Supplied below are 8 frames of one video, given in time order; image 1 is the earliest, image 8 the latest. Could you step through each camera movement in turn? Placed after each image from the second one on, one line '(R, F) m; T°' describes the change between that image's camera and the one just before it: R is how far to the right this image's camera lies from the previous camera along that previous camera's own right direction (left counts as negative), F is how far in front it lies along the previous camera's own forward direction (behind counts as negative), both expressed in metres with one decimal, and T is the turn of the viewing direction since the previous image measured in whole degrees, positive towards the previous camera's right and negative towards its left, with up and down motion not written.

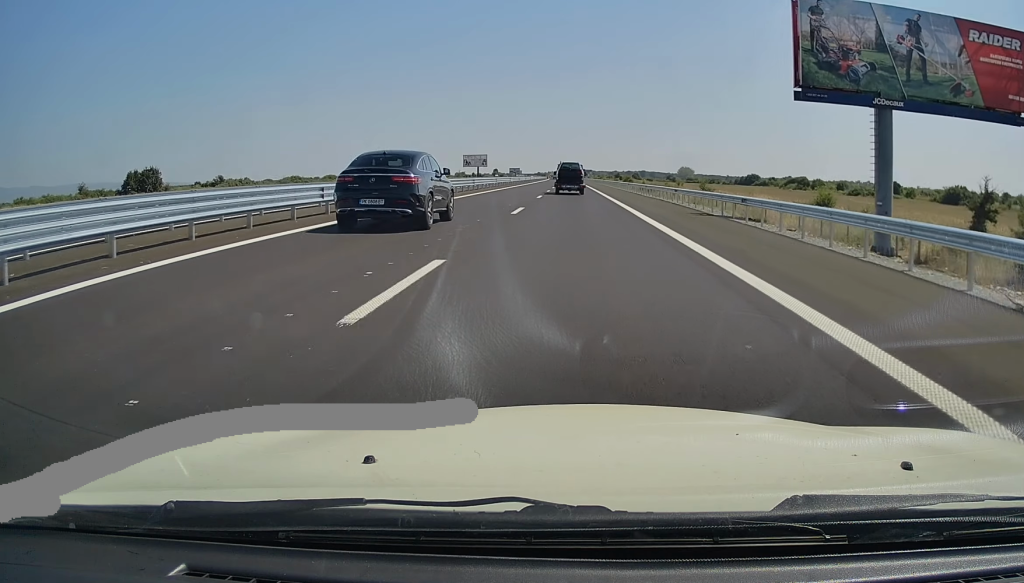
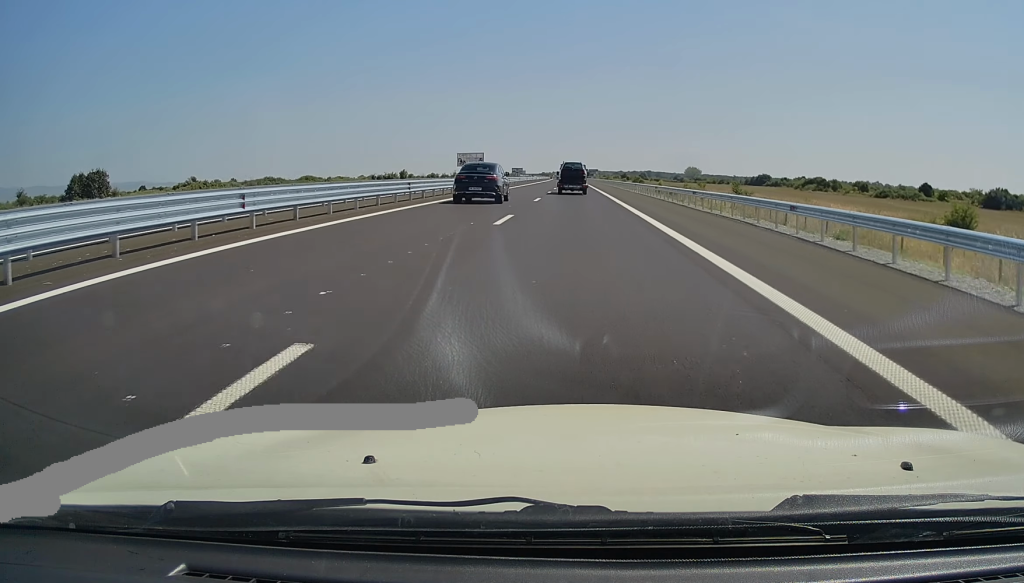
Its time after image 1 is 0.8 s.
(-0.2, +21.3) m; 0°
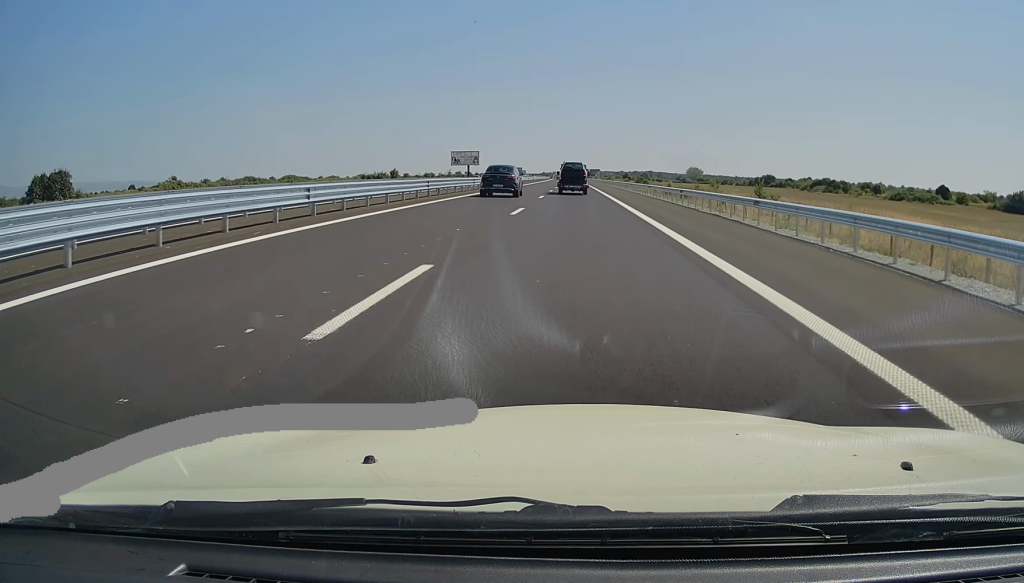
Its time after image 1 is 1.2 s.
(-0.2, +12.0) m; 0°
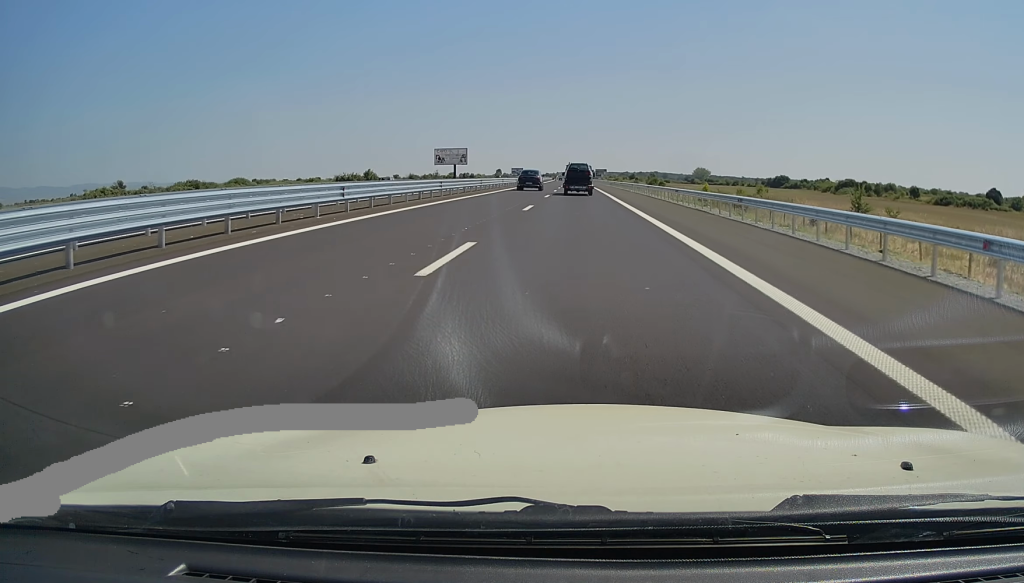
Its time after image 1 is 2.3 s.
(+0.3, +29.3) m; 0°
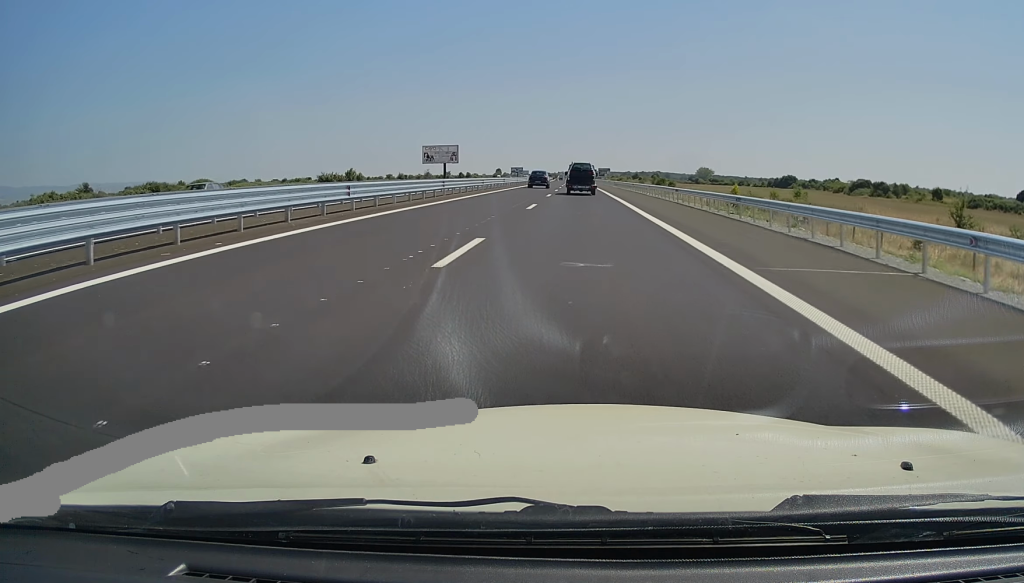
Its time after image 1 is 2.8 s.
(-0.2, +15.6) m; 0°
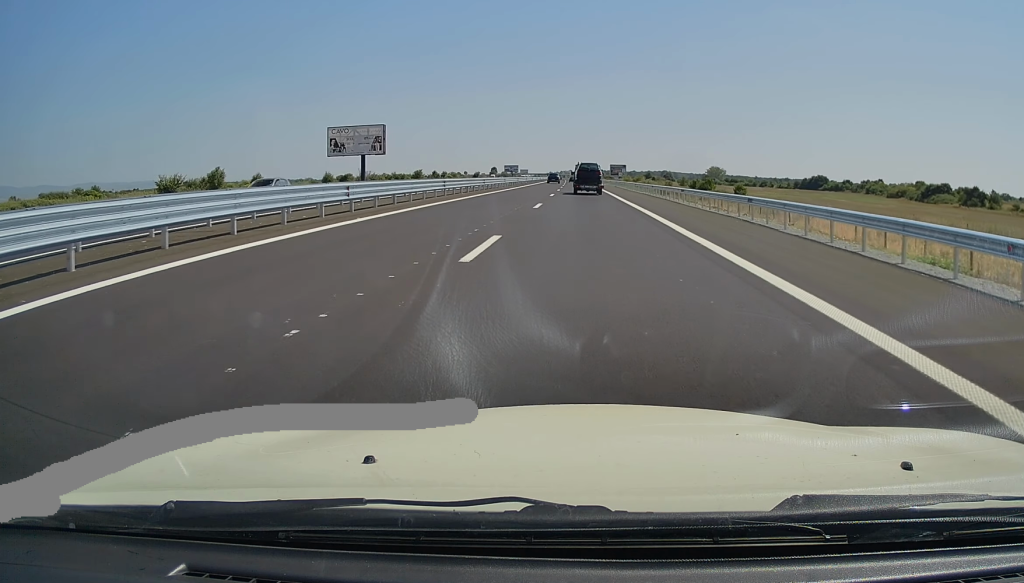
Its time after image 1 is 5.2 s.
(-0.7, +64.6) m; -1°
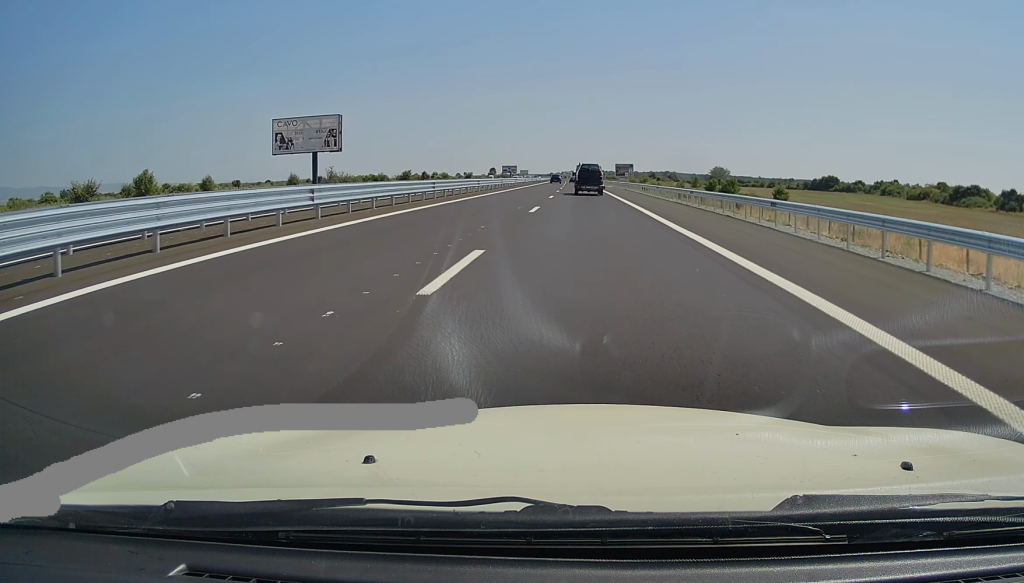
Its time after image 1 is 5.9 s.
(0.0, +19.0) m; 0°
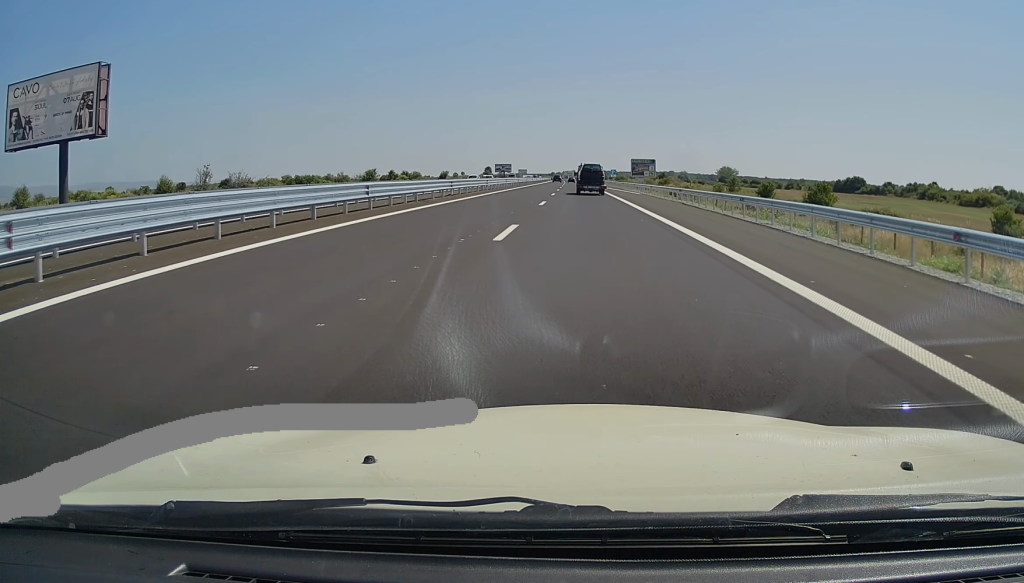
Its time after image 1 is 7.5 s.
(+0.5, +43.1) m; 0°
